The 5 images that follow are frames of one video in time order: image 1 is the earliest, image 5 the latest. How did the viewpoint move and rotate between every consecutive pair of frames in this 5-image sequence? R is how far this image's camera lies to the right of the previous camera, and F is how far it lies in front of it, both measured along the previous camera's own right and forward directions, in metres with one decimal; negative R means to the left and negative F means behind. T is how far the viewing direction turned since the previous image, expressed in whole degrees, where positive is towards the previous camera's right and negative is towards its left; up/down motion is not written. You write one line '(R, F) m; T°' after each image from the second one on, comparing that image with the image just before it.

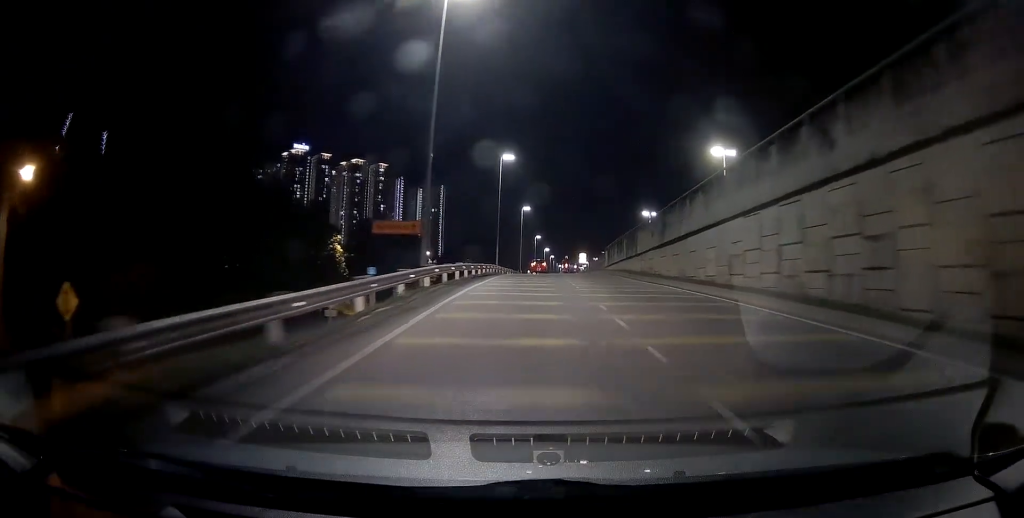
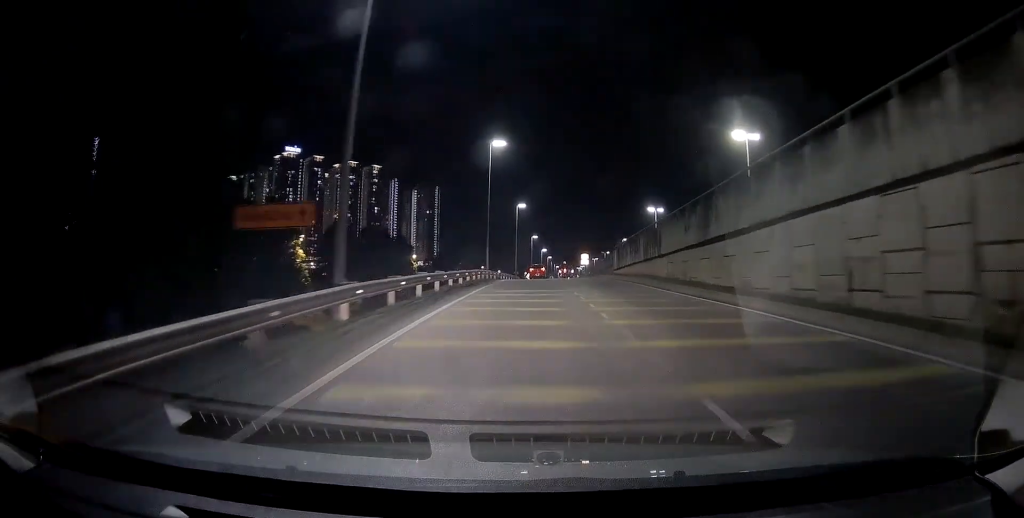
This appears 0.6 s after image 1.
(0.0, +8.4) m; 0°
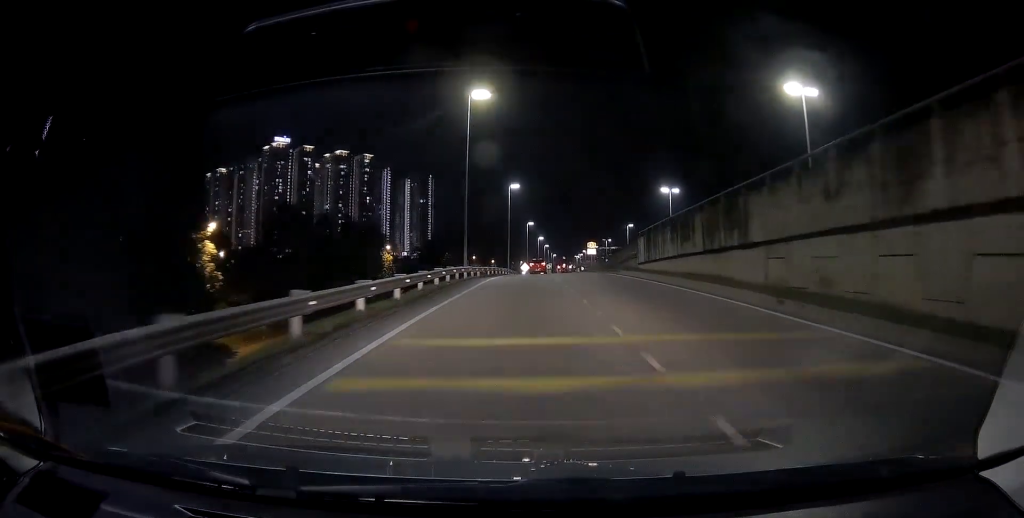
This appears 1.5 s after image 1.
(0.0, +13.5) m; -2°
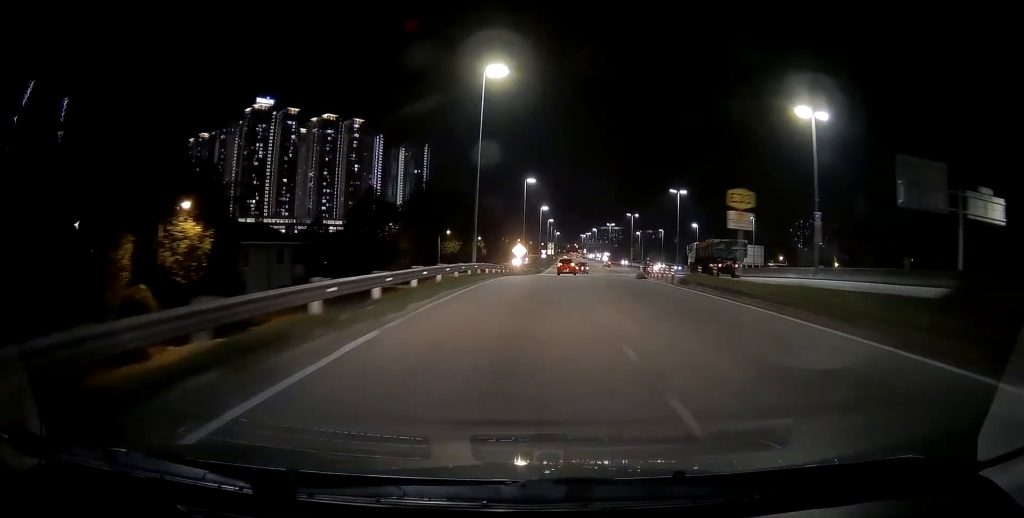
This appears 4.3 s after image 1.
(0.0, +44.9) m; +2°
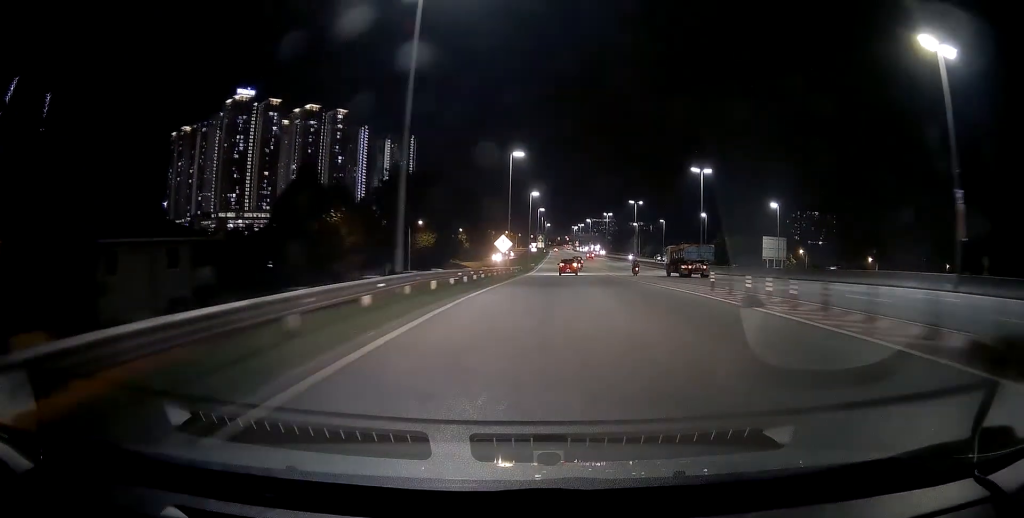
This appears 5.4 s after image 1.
(+0.5, +16.9) m; +1°
